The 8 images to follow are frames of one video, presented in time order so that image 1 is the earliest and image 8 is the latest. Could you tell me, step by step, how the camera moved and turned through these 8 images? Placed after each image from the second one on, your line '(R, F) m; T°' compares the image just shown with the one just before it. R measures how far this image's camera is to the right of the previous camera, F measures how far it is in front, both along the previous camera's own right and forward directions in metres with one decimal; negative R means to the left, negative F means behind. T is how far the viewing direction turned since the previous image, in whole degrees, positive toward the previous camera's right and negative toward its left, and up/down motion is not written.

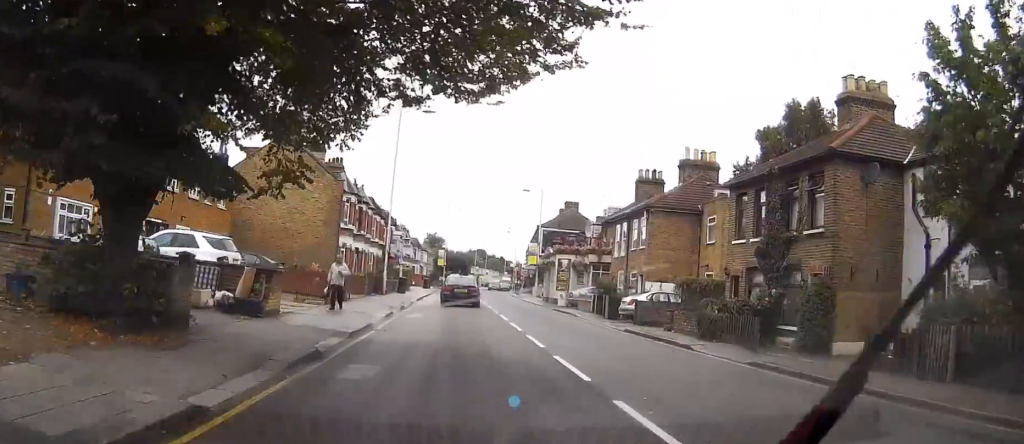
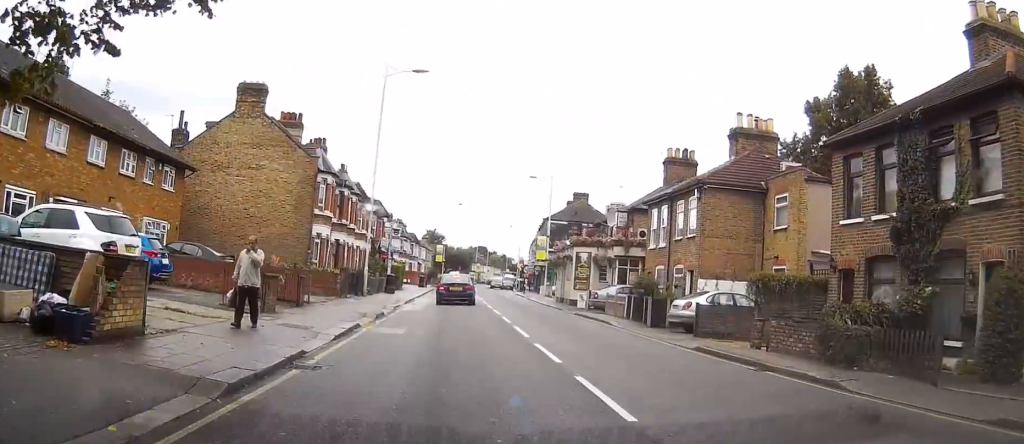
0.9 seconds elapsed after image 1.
(0.0, +8.4) m; 0°
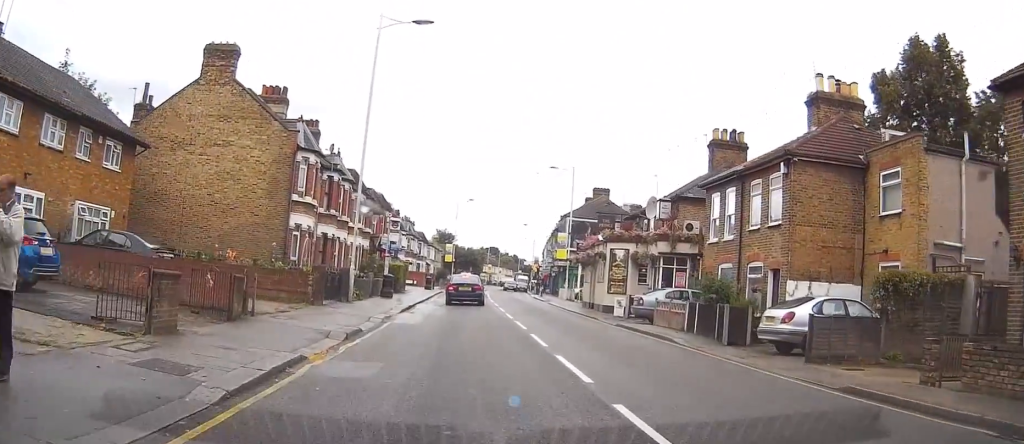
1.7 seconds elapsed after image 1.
(0.0, +7.3) m; 0°
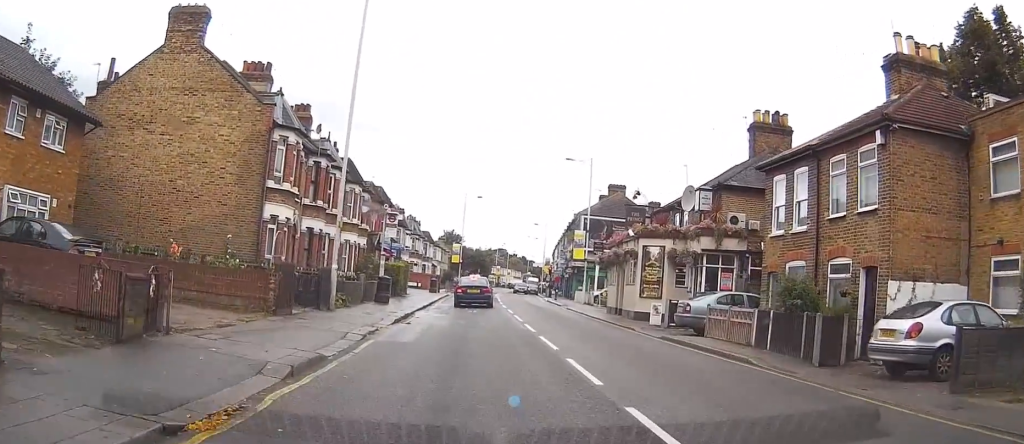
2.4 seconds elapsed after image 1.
(0.0, +5.3) m; 0°
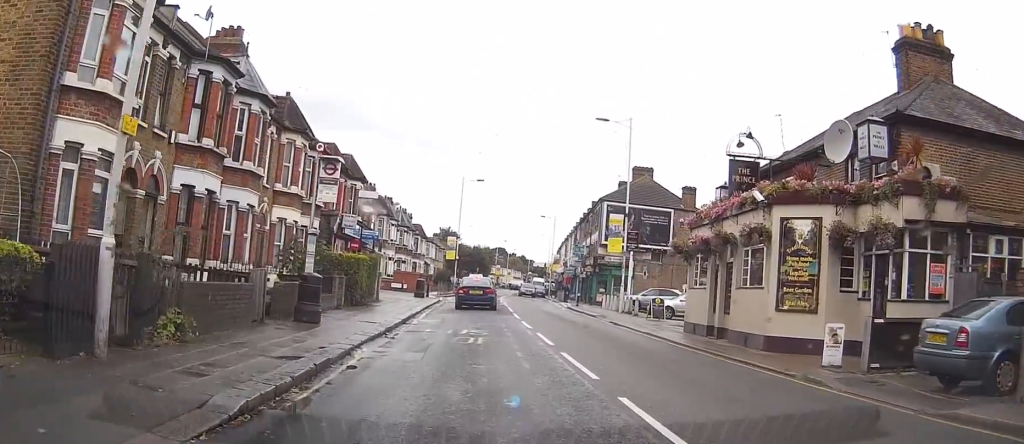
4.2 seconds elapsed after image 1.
(-0.3, +14.3) m; -3°
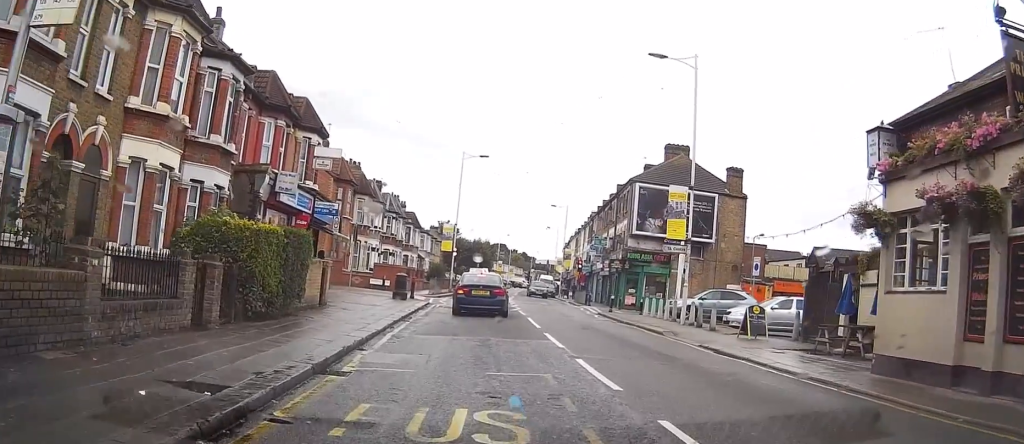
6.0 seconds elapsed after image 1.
(-0.2, +11.3) m; -4°
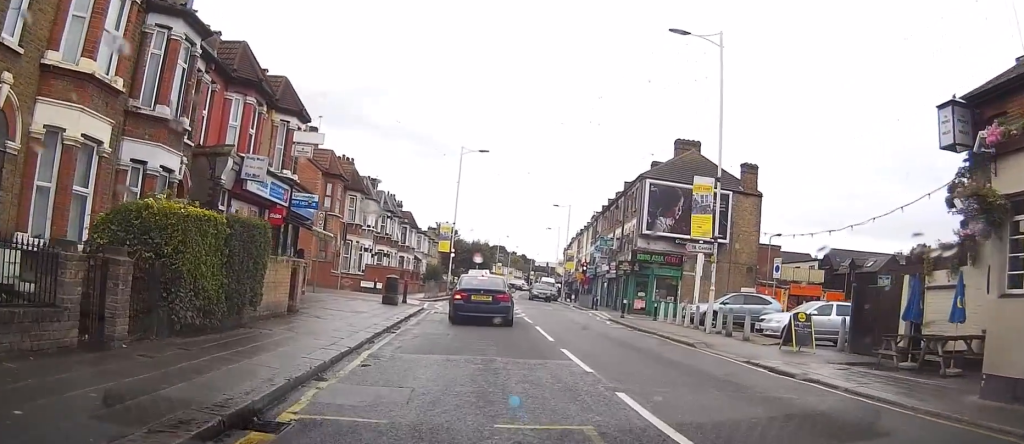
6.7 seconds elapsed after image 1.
(-0.1, +3.1) m; -3°
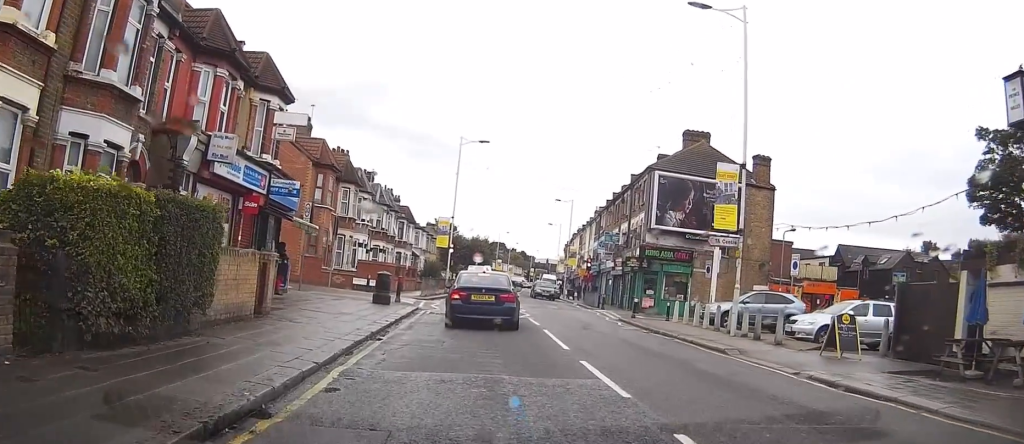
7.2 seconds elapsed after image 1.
(-0.1, +2.6) m; -3°
